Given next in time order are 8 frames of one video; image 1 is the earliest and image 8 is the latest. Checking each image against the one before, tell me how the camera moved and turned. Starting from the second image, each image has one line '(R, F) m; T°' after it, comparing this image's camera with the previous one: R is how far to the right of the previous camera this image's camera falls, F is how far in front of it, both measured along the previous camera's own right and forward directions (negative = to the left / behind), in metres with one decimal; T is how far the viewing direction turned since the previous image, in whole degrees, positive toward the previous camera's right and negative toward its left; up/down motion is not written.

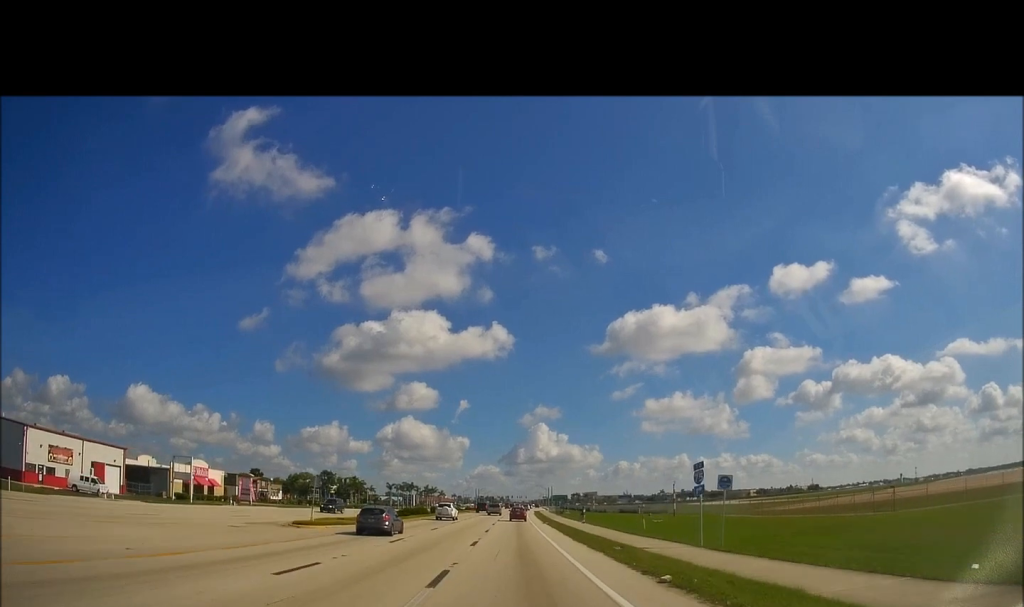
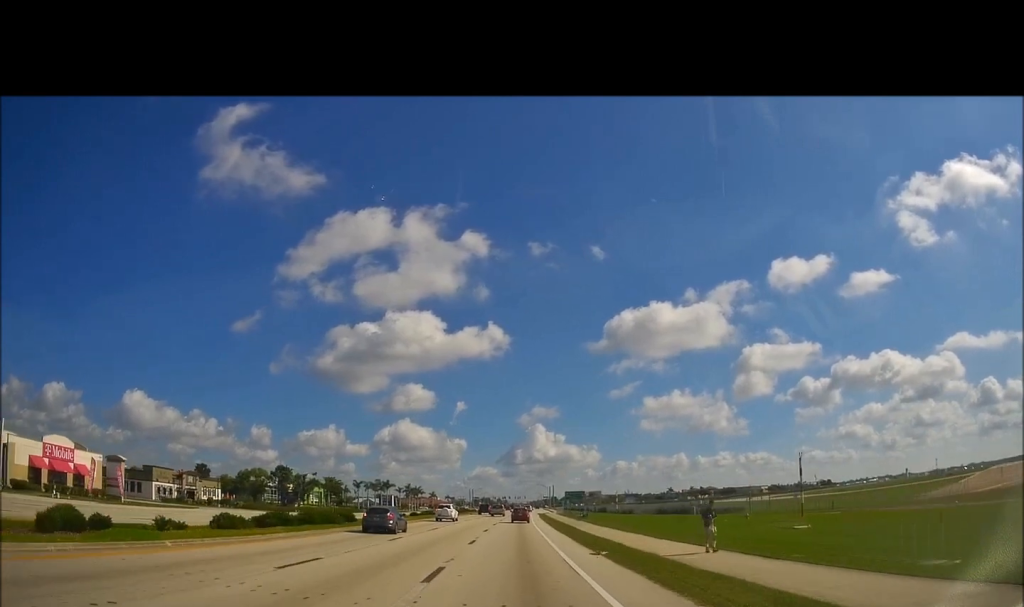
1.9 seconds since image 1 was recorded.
(+0.3, +36.0) m; 0°
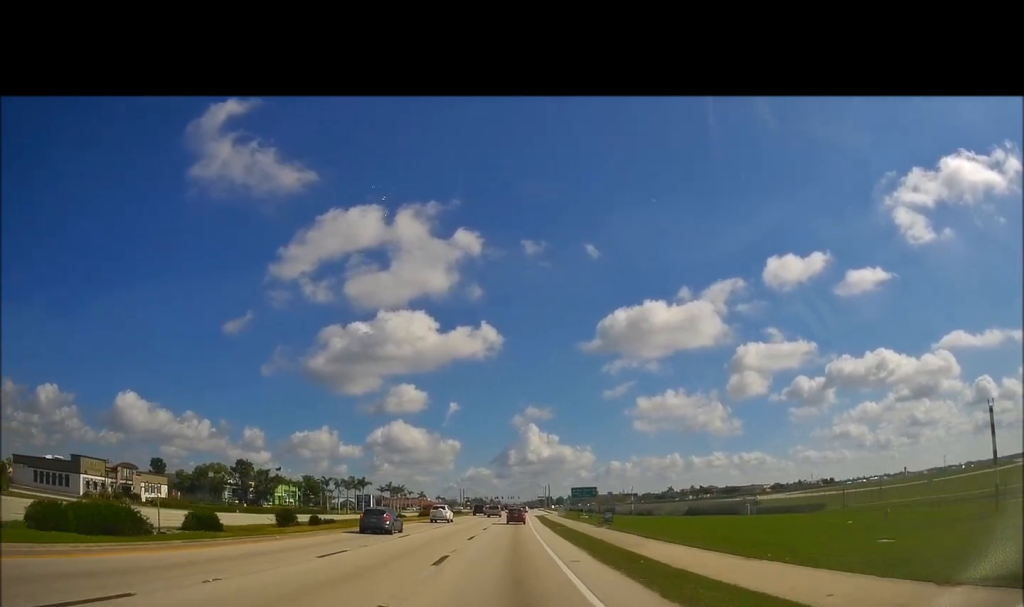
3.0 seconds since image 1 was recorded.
(-0.1, +20.4) m; 0°
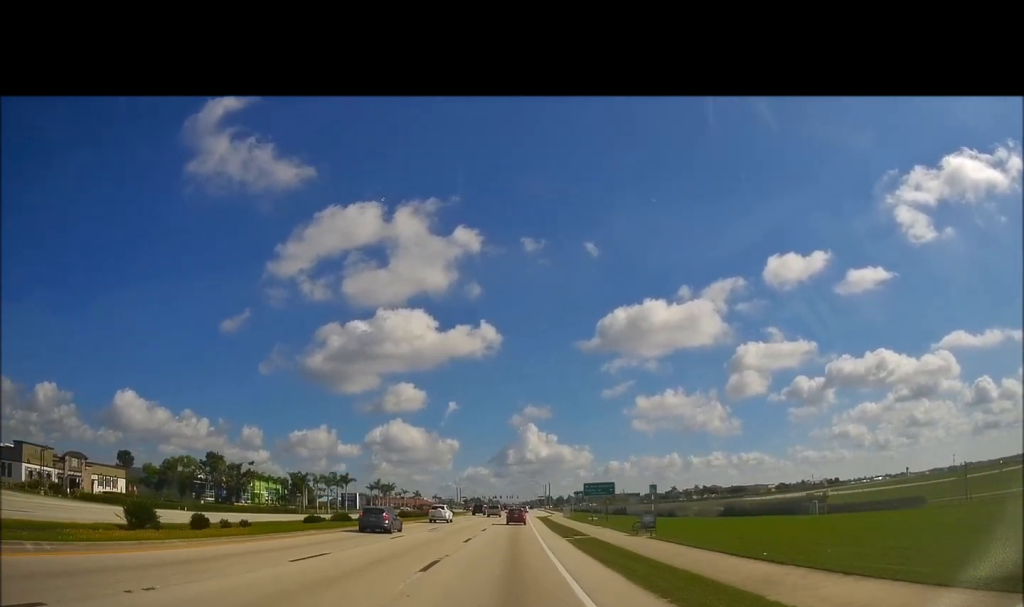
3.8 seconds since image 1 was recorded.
(+0.1, +14.1) m; +1°
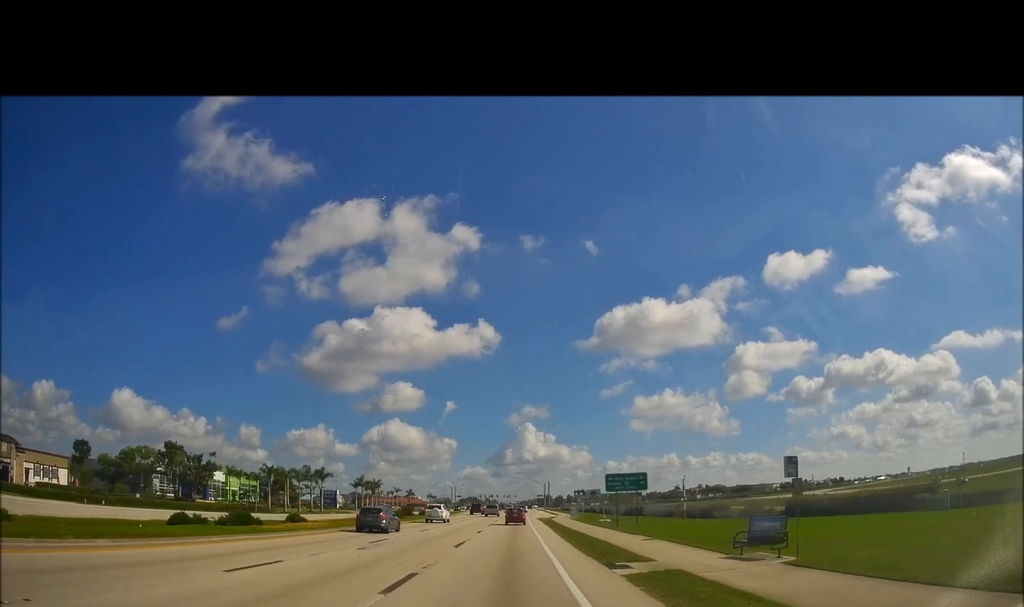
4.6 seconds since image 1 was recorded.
(+0.1, +15.8) m; +1°
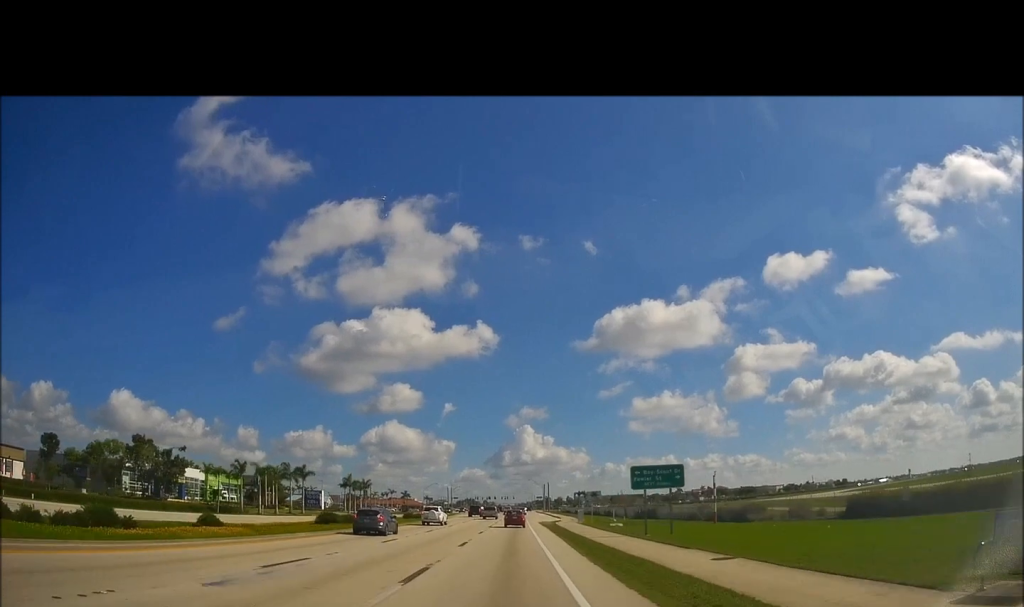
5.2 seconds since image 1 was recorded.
(0.0, +10.2) m; 0°
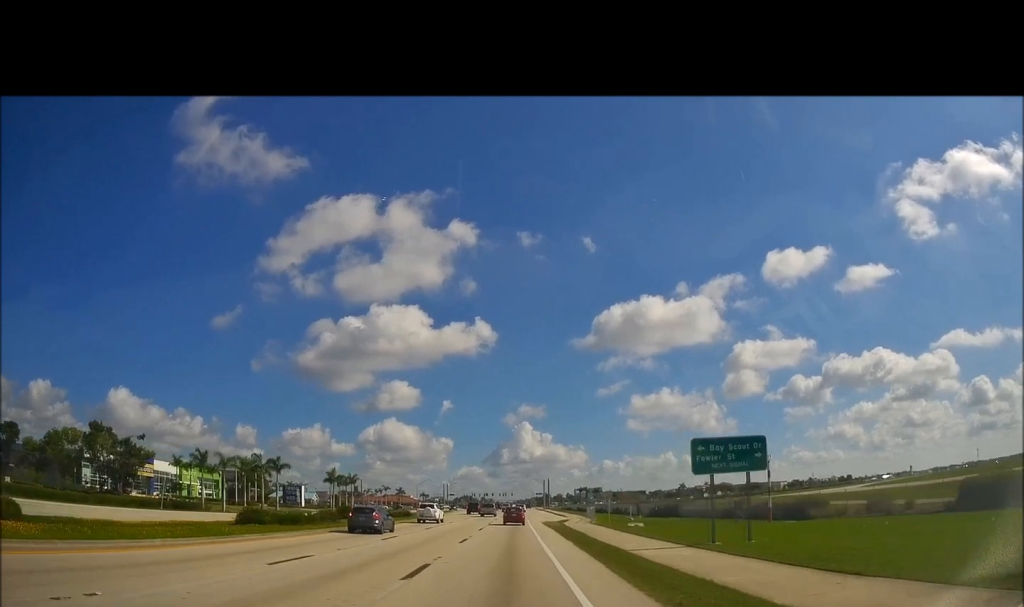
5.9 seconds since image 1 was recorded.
(0.0, +11.9) m; 0°
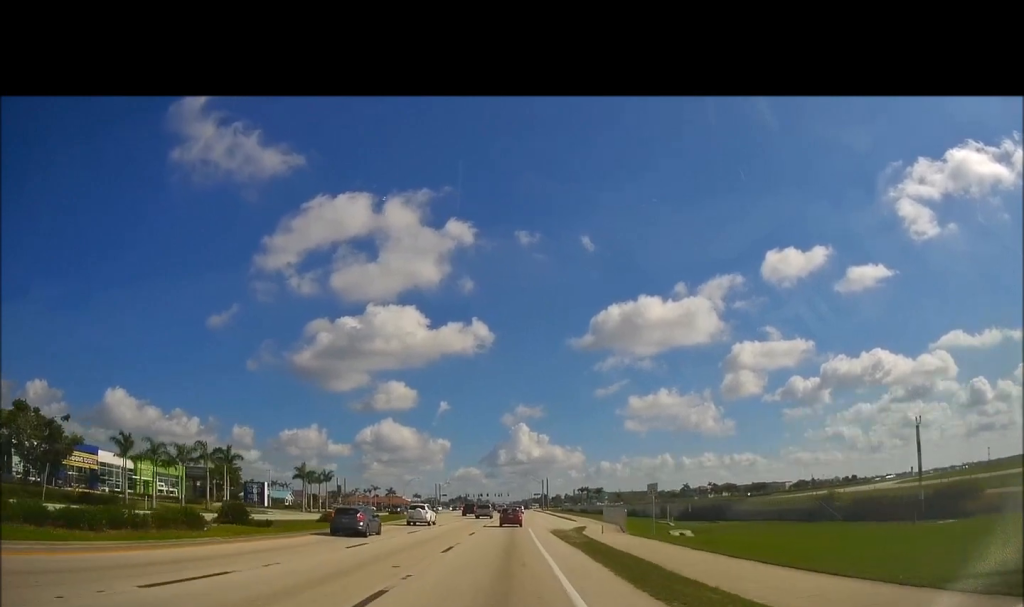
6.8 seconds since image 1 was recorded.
(0.0, +17.0) m; +1°
